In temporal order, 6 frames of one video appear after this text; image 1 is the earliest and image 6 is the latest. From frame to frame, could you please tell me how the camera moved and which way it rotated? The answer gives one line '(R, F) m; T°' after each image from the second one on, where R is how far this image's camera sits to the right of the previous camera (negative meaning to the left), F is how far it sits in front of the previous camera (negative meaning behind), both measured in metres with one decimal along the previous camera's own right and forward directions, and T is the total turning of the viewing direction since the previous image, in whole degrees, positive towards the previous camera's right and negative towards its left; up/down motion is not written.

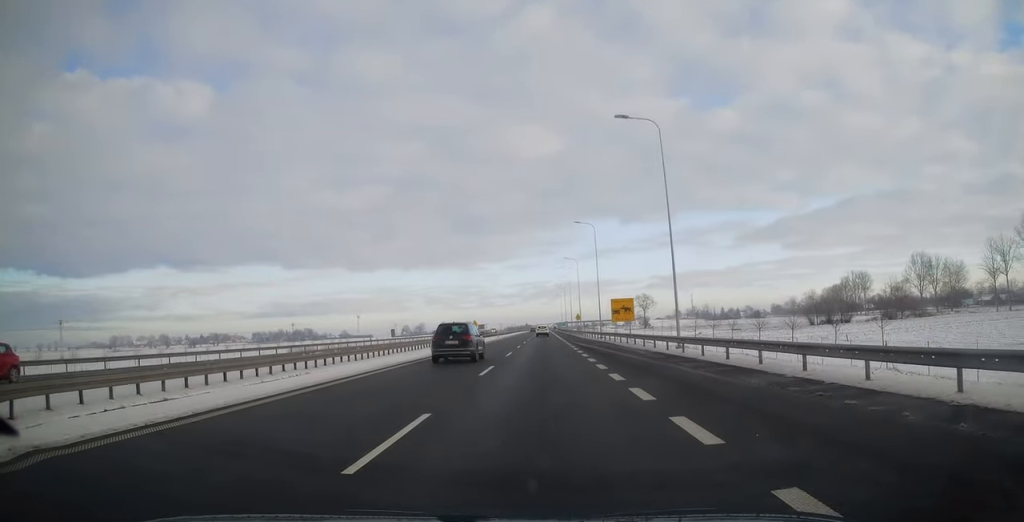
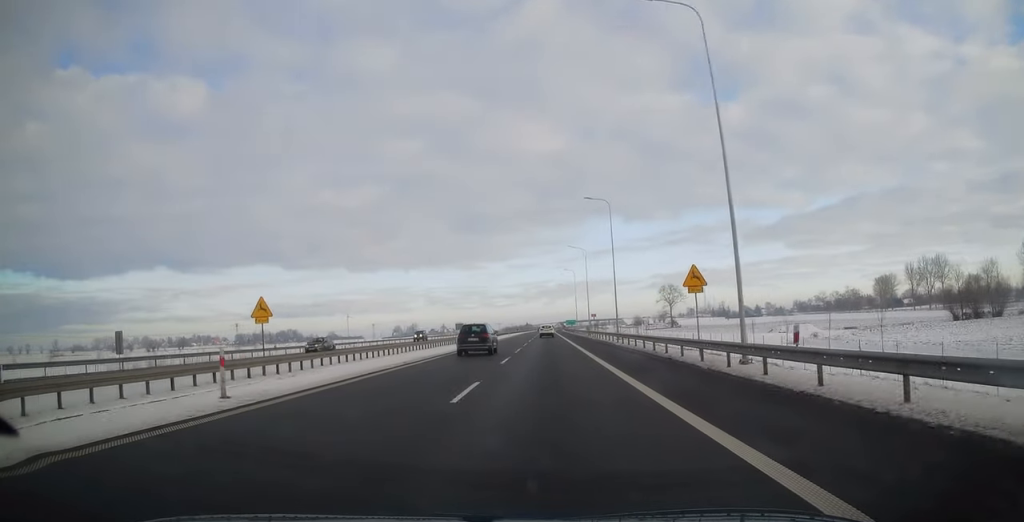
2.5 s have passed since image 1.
(-0.4, +78.1) m; -1°
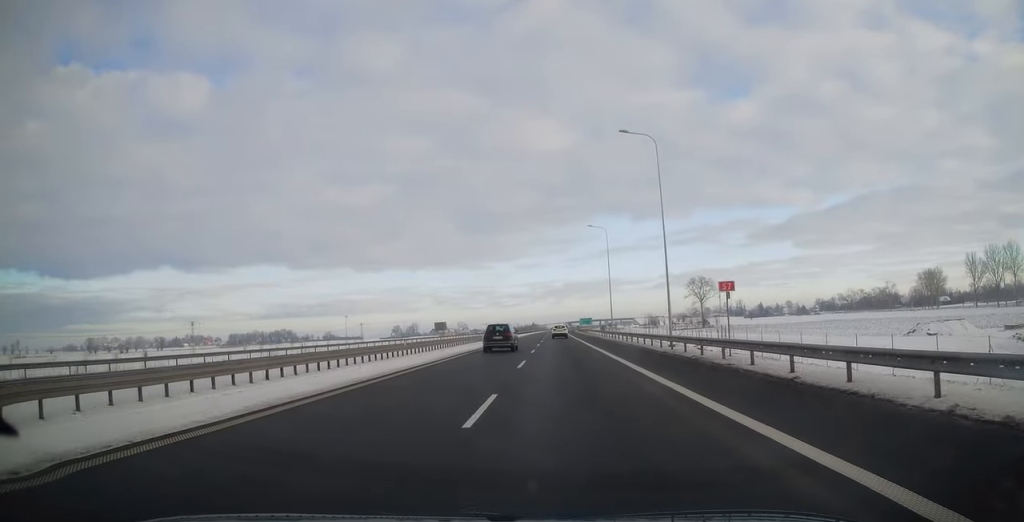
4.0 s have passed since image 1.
(0.0, +50.5) m; 0°
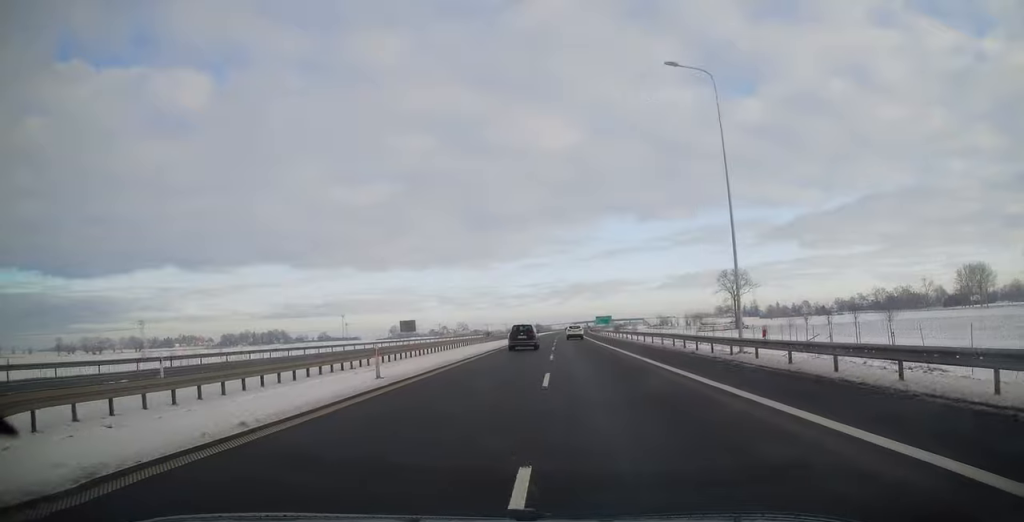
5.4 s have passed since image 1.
(0.0, +42.1) m; 0°
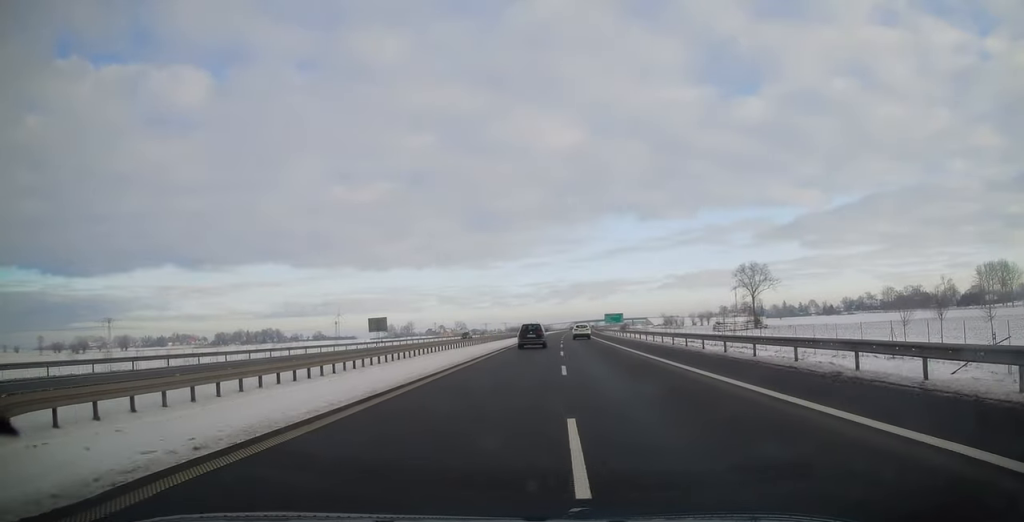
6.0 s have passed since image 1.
(0.0, +20.8) m; 0°
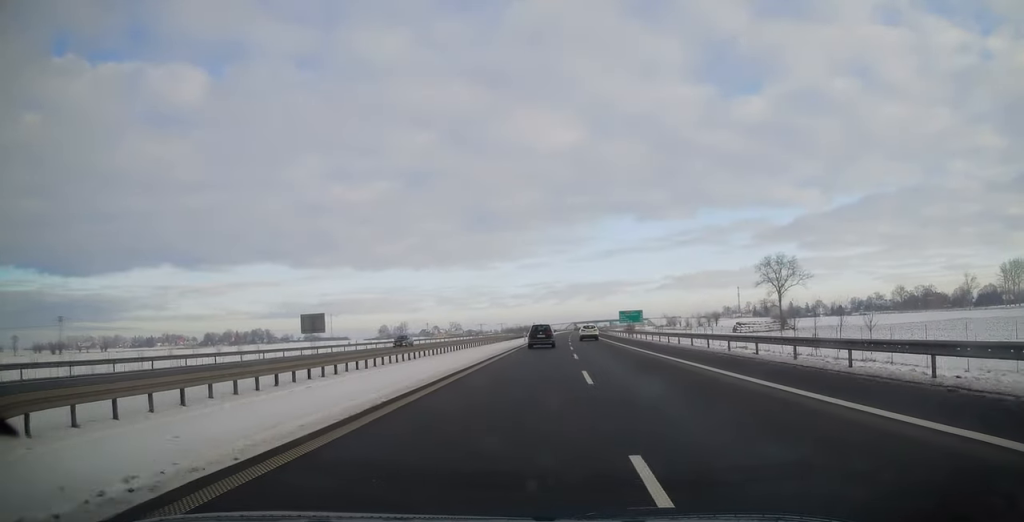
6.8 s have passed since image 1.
(0.0, +26.2) m; -1°
